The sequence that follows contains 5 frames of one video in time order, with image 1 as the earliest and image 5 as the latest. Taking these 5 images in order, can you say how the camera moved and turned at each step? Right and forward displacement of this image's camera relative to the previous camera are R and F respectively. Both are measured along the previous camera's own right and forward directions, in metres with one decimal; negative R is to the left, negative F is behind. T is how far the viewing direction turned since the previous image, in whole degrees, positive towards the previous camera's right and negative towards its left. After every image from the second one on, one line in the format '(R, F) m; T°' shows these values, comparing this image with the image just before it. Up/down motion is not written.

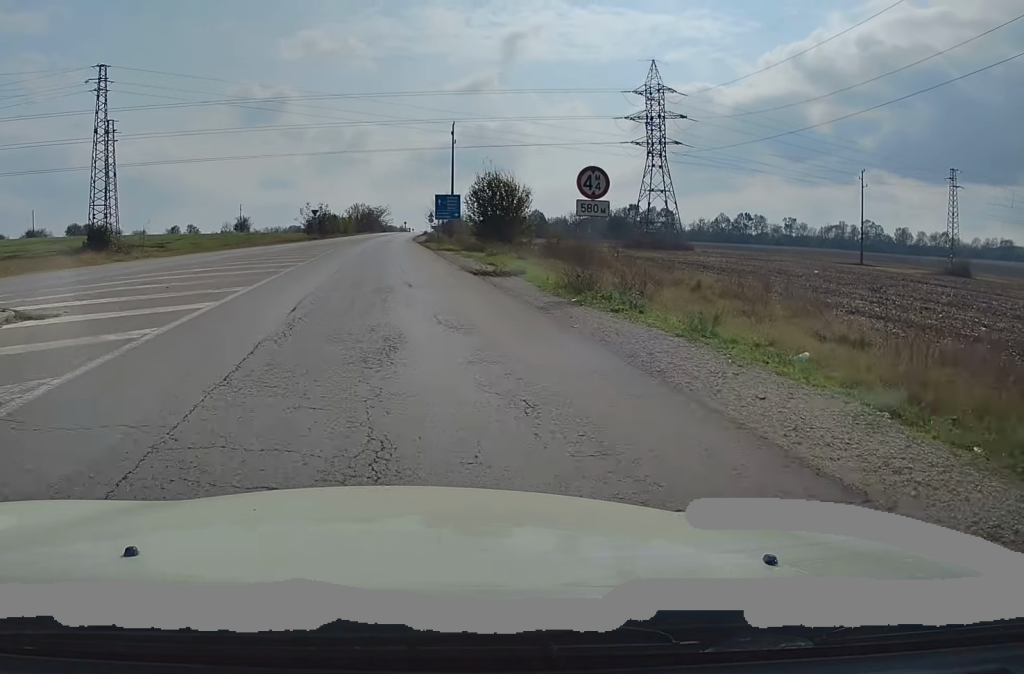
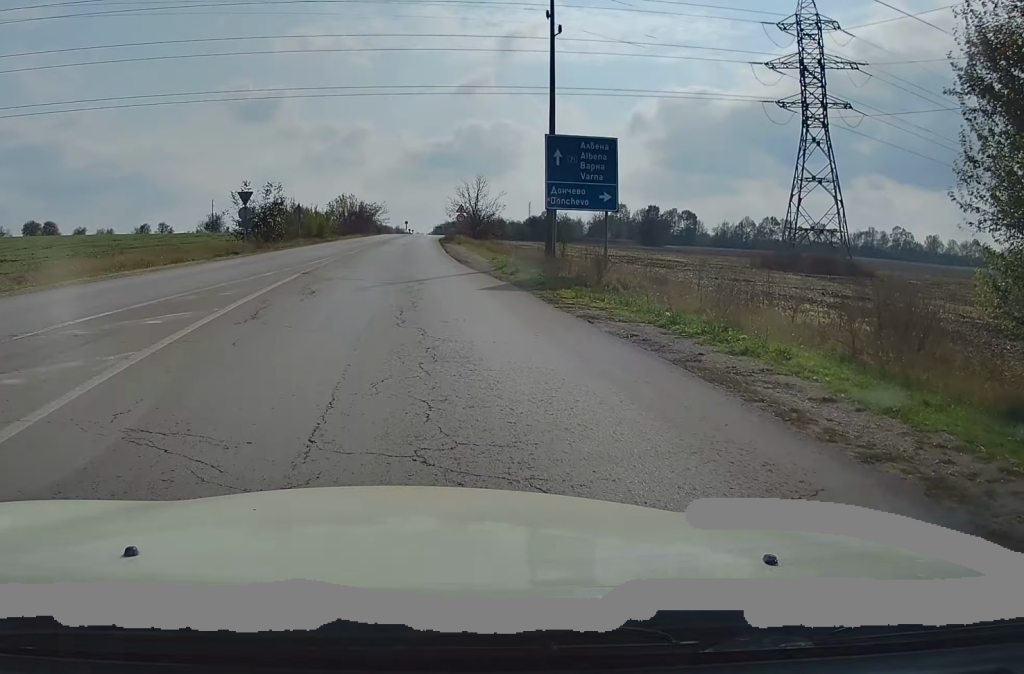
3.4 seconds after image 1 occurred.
(-0.4, +45.2) m; 0°
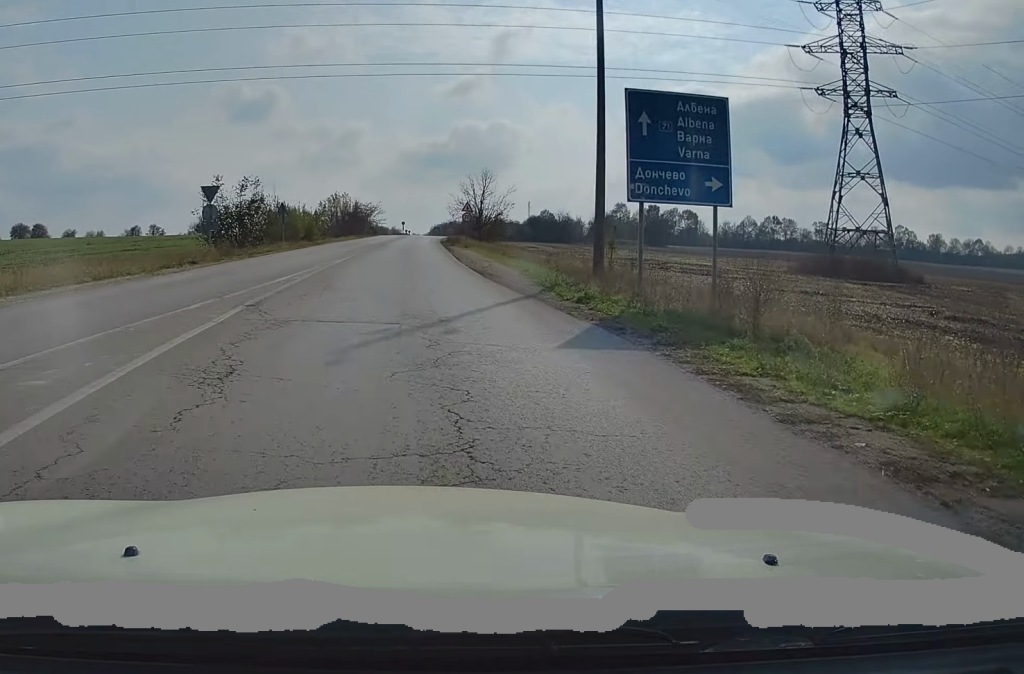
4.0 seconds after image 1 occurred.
(0.0, +8.0) m; 0°
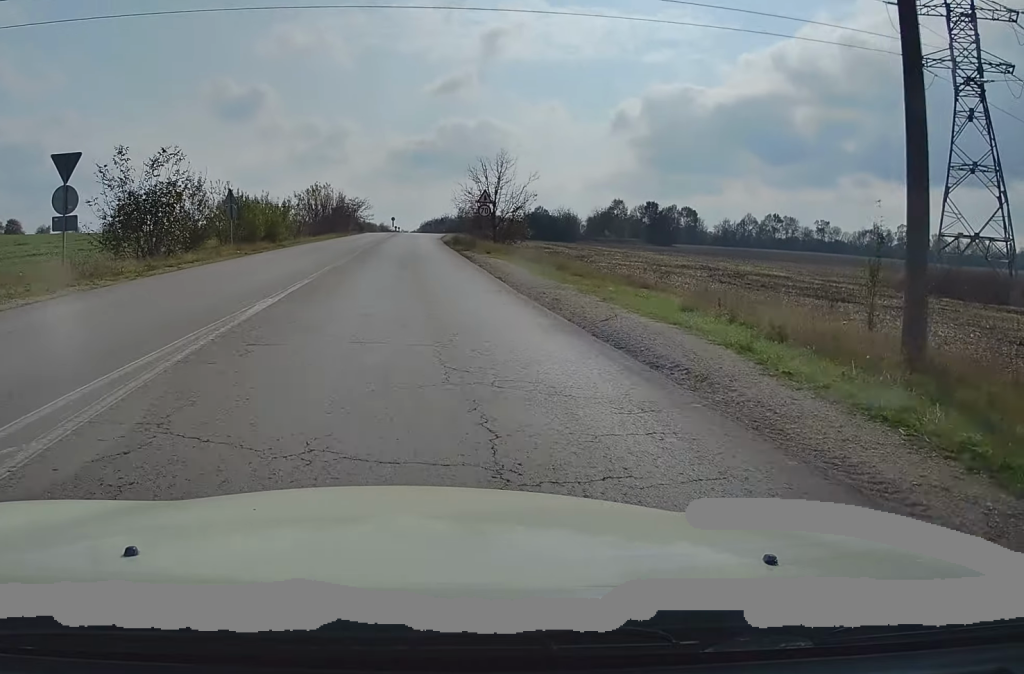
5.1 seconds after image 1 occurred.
(+0.1, +15.8) m; +1°
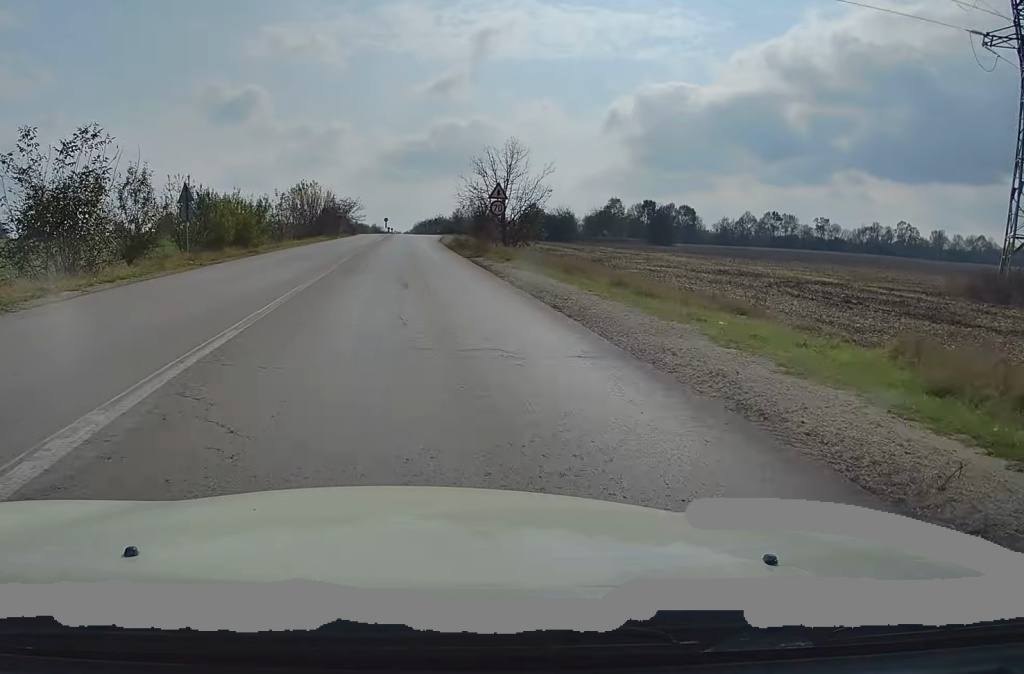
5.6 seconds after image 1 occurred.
(0.0, +7.7) m; +1°
